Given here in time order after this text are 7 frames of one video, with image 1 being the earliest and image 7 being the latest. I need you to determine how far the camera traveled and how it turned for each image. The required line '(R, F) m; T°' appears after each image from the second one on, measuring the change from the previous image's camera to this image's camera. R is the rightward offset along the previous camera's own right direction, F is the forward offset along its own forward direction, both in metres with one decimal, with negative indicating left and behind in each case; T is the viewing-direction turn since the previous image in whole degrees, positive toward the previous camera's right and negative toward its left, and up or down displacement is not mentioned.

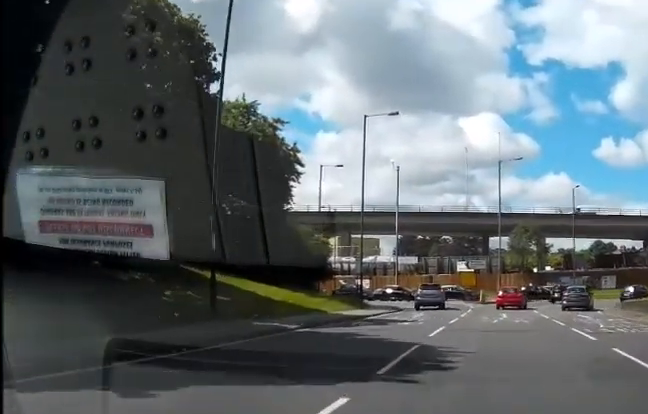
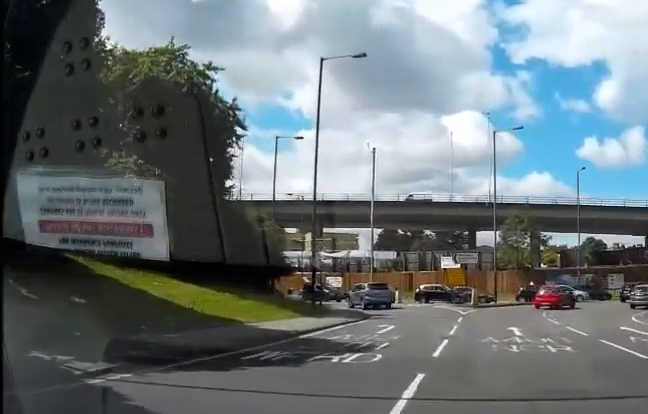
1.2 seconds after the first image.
(0.0, +9.2) m; 0°
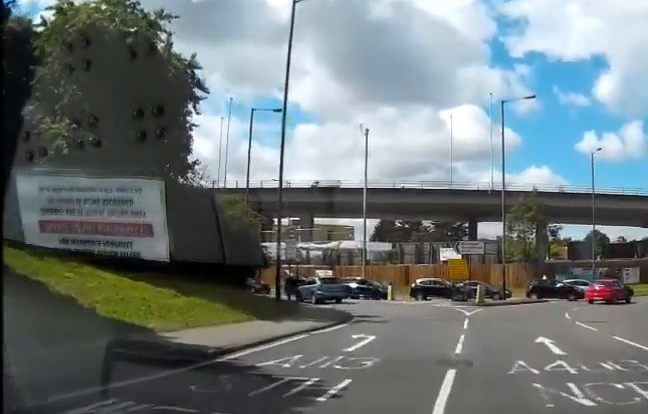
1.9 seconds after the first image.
(0.0, +5.2) m; 0°
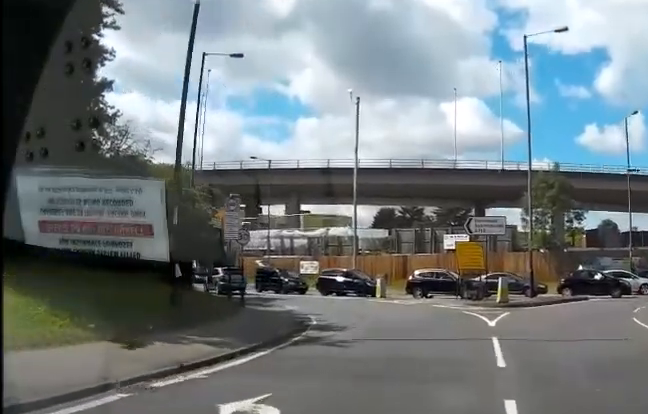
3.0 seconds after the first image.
(0.0, +8.3) m; 0°
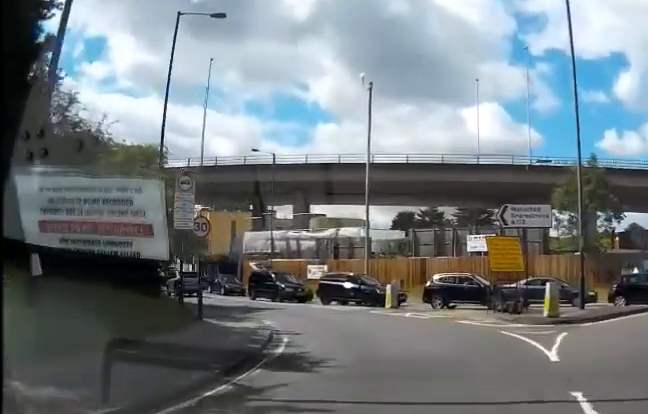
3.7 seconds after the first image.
(0.0, +5.3) m; 0°
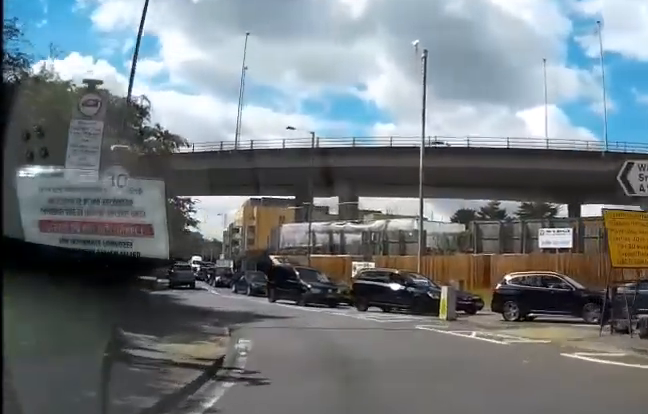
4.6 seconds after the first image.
(0.0, +6.6) m; -3°
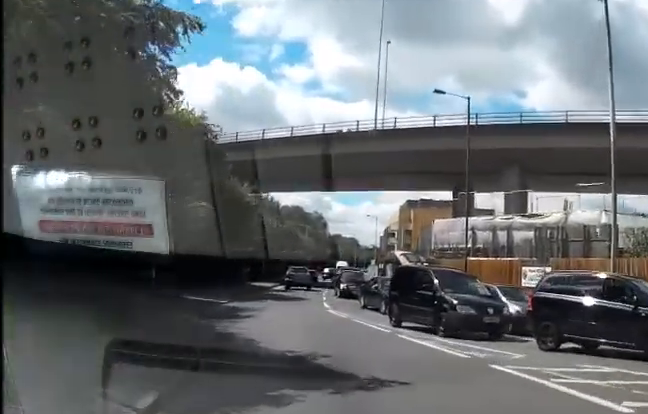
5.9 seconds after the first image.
(-1.2, +9.8) m; -14°
